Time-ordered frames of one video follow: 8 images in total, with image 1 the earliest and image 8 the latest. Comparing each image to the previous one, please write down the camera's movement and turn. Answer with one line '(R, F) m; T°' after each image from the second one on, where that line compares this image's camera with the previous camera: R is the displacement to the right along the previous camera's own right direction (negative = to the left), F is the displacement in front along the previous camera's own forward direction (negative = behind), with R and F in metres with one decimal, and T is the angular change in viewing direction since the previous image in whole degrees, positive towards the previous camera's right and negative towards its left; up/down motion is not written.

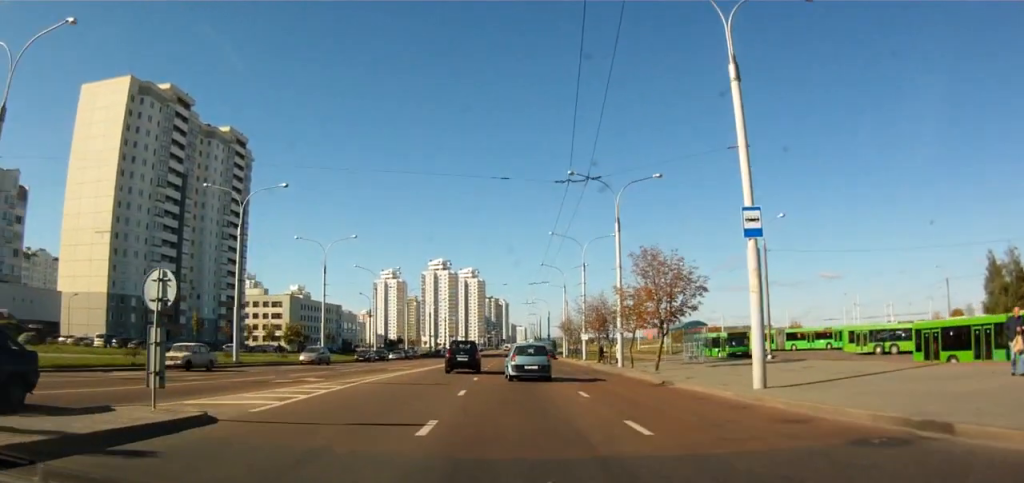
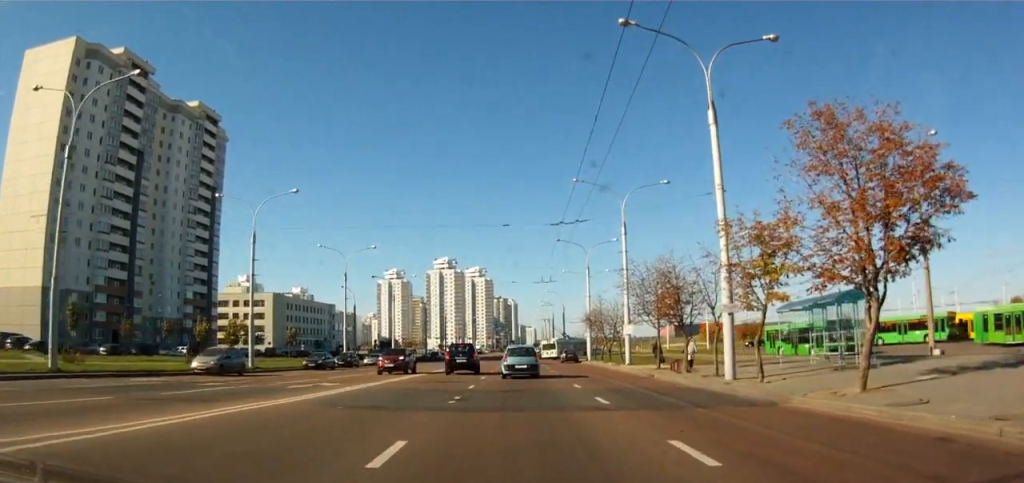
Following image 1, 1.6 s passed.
(+0.5, +19.5) m; +3°
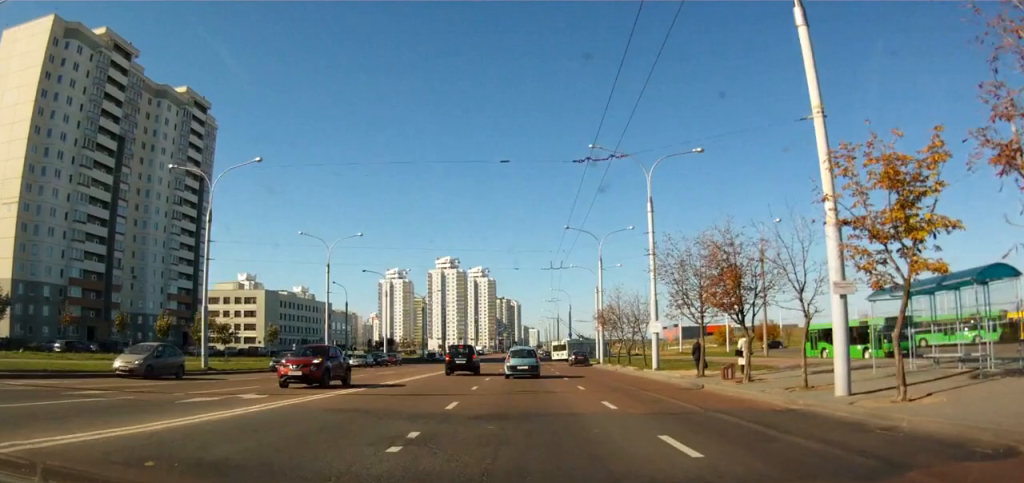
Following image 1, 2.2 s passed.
(+0.3, +7.6) m; 0°
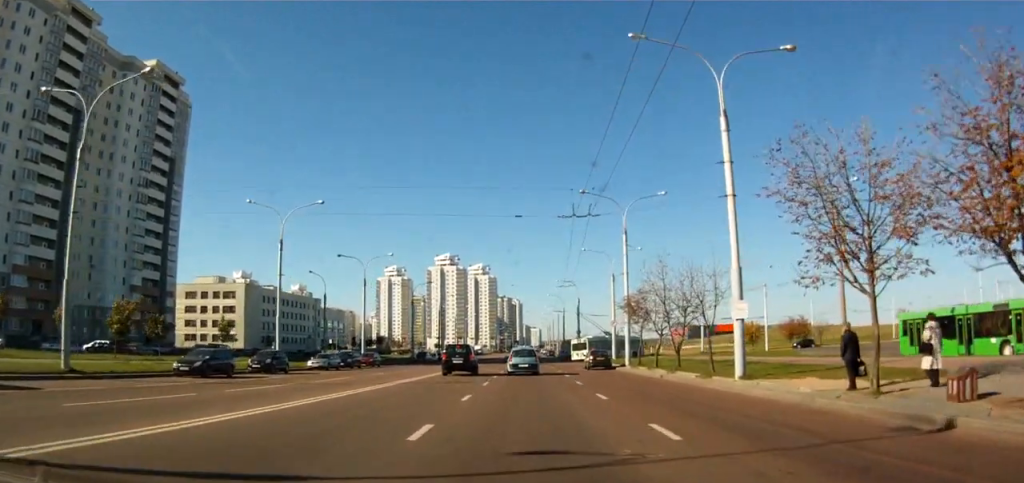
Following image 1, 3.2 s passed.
(-0.5, +13.2) m; 0°
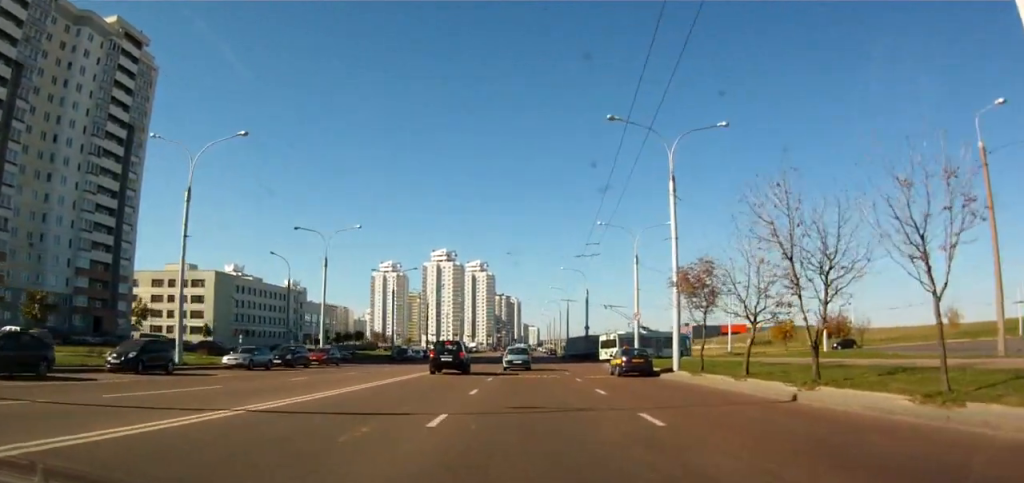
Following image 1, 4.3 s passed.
(+0.6, +14.9) m; +2°
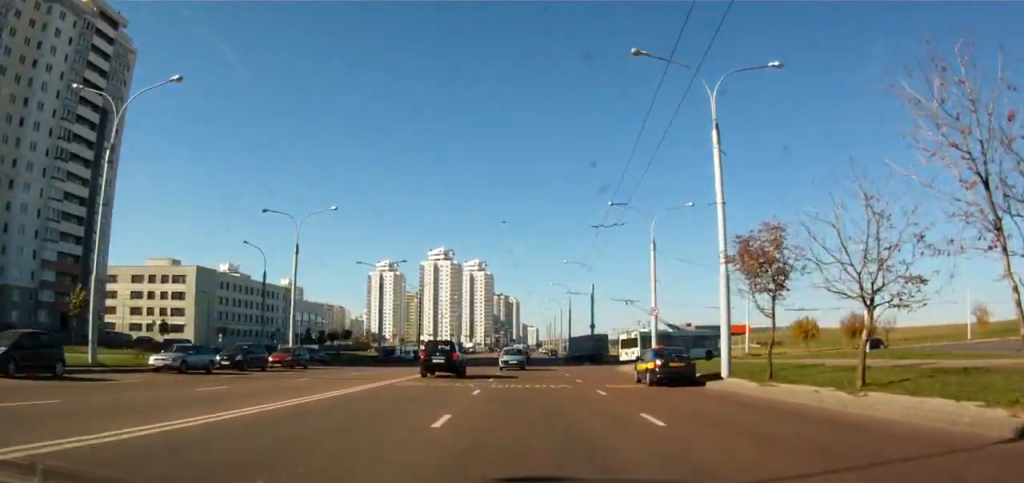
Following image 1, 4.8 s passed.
(0.0, +7.5) m; -1°
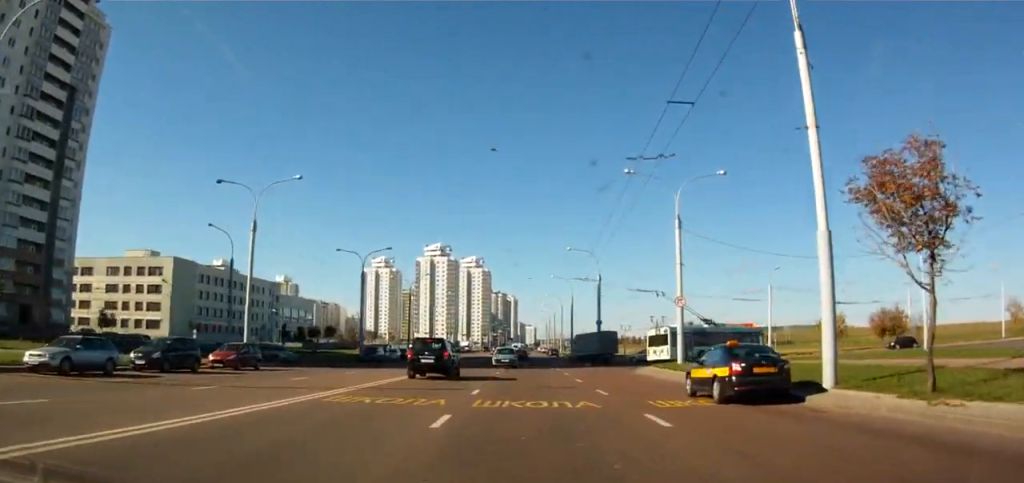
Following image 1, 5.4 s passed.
(0.0, +8.2) m; -1°
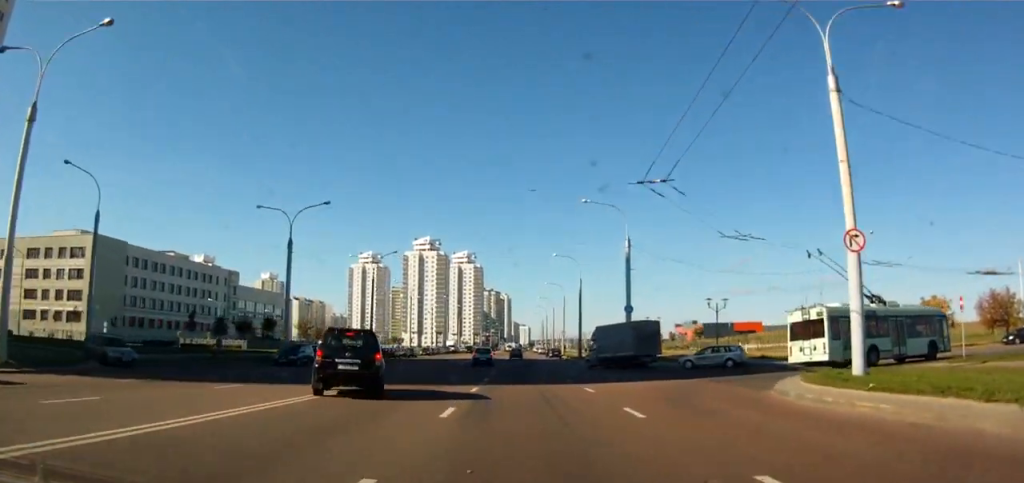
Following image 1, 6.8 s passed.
(-0.1, +22.0) m; +1°
